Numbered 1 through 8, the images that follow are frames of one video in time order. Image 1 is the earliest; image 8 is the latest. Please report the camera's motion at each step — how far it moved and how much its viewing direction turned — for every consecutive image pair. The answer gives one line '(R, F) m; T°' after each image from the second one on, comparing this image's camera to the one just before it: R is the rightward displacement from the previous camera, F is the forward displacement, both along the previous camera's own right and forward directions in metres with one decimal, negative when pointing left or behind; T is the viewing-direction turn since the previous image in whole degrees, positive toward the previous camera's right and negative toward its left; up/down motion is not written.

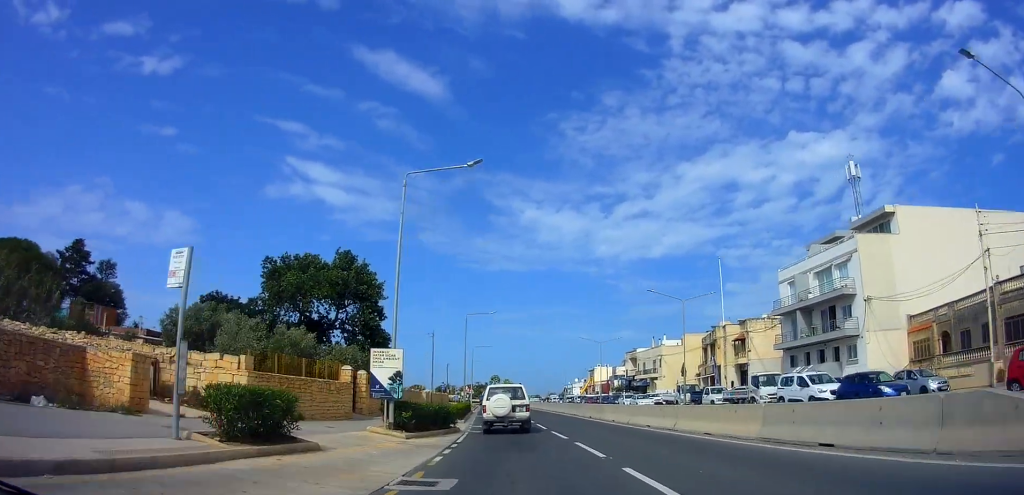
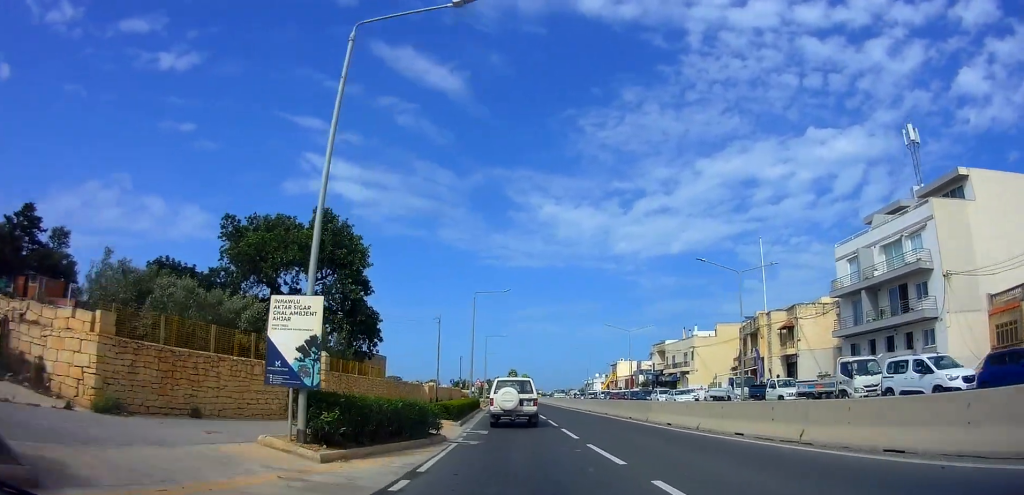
(0.0, +8.1) m; 0°
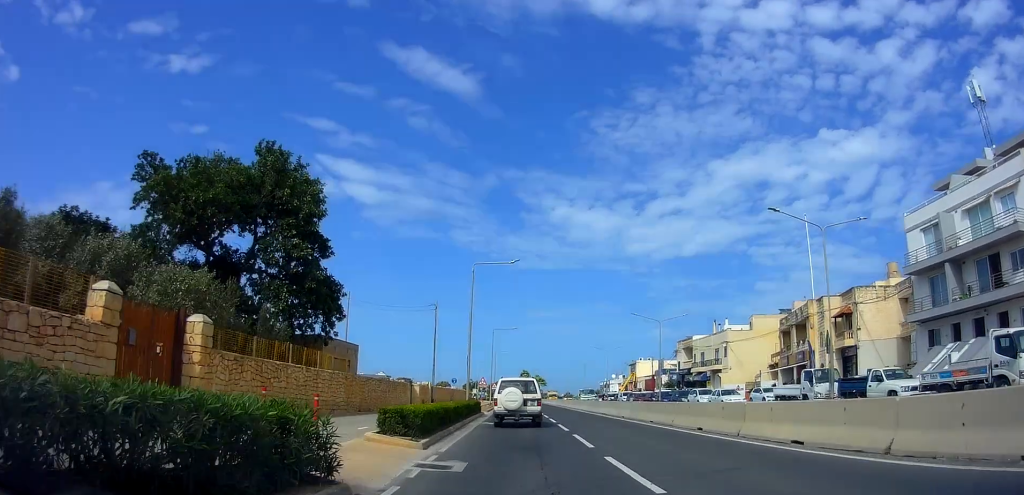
(0.0, +9.1) m; -1°
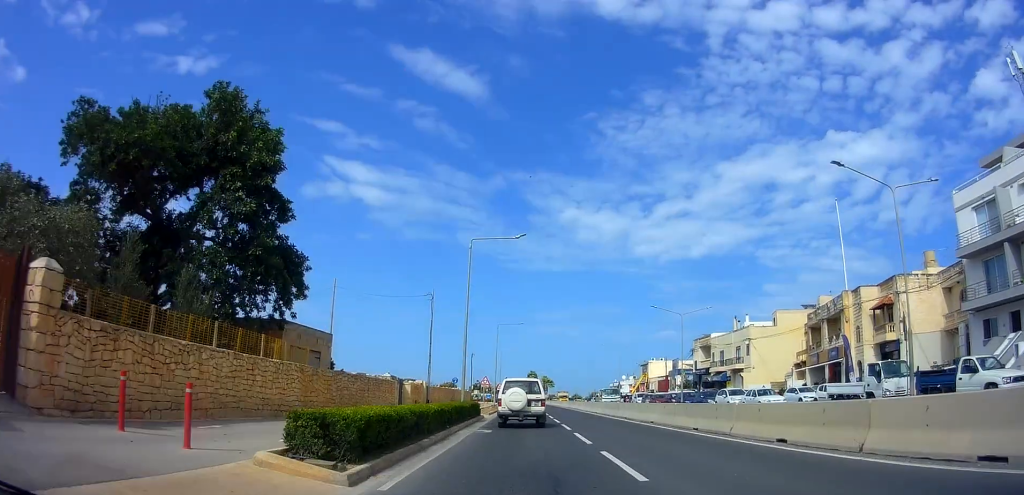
(+0.1, +5.3) m; -2°
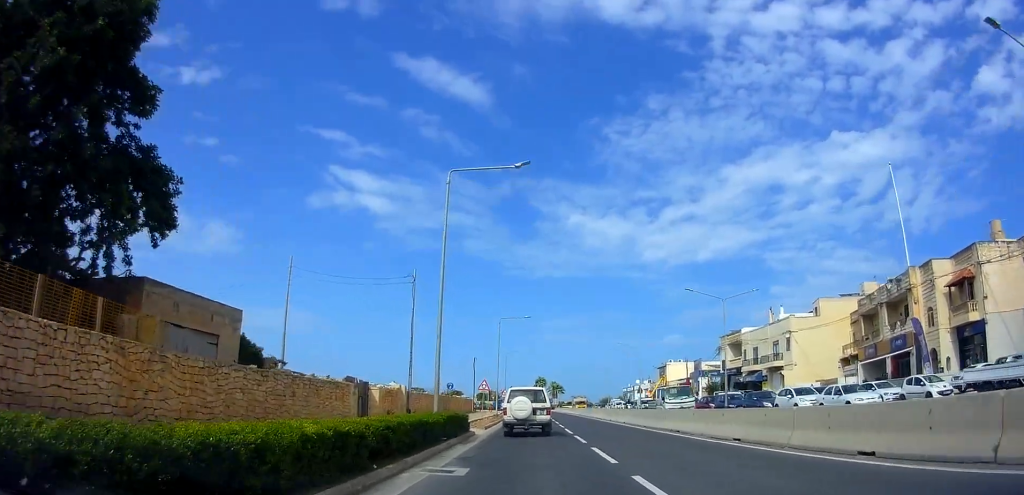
(-0.3, +9.0) m; -1°
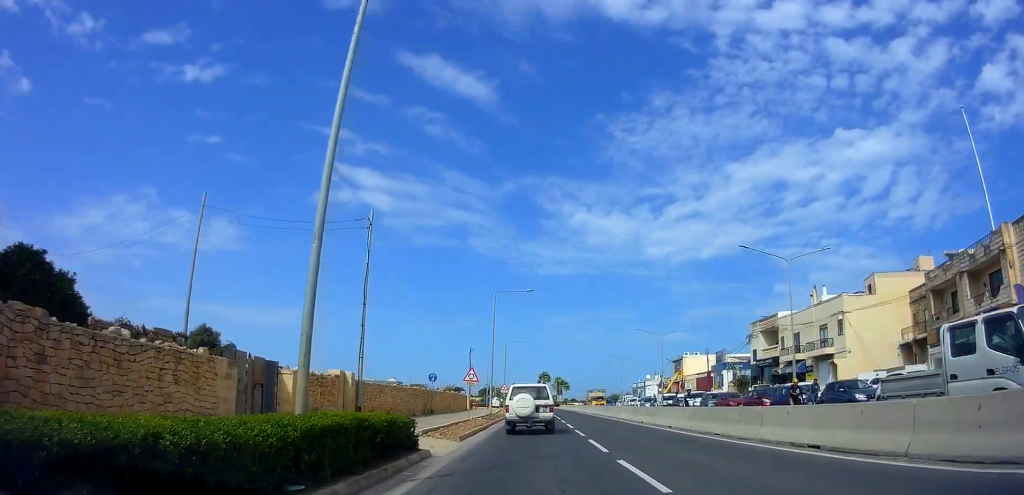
(-0.1, +9.9) m; 0°
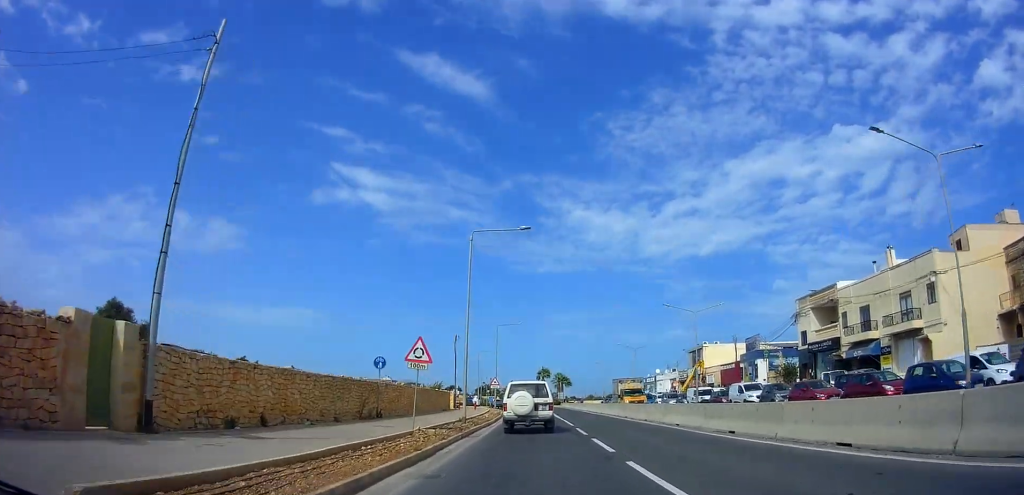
(+0.2, +13.2) m; +1°
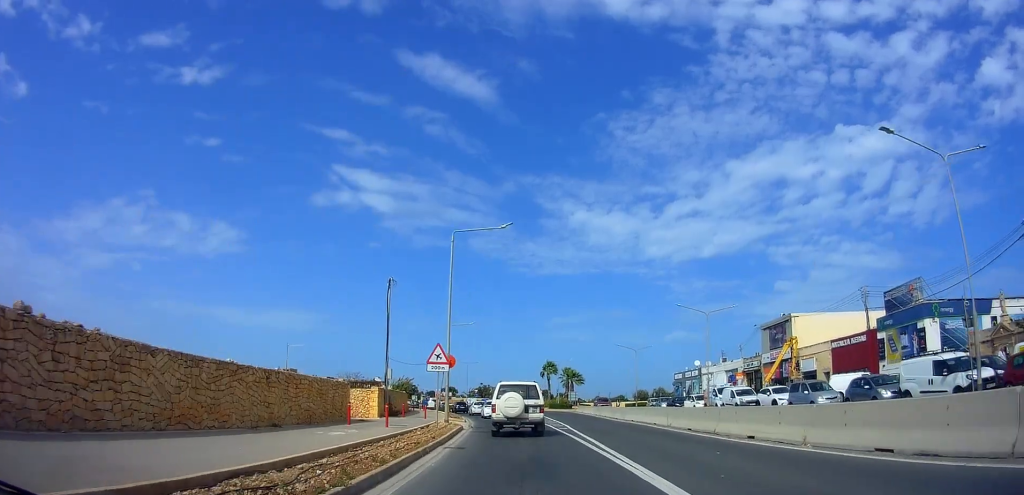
(-0.5, +31.4) m; -1°
